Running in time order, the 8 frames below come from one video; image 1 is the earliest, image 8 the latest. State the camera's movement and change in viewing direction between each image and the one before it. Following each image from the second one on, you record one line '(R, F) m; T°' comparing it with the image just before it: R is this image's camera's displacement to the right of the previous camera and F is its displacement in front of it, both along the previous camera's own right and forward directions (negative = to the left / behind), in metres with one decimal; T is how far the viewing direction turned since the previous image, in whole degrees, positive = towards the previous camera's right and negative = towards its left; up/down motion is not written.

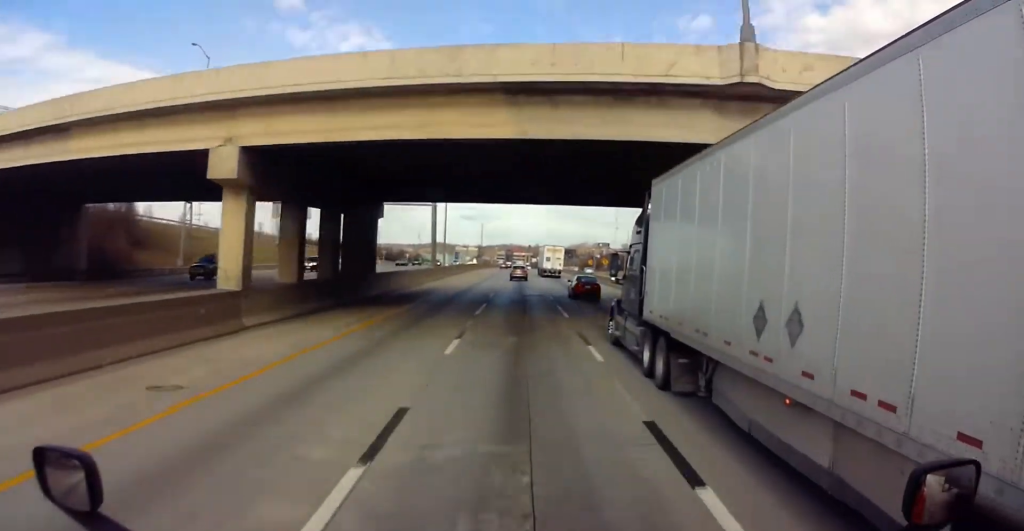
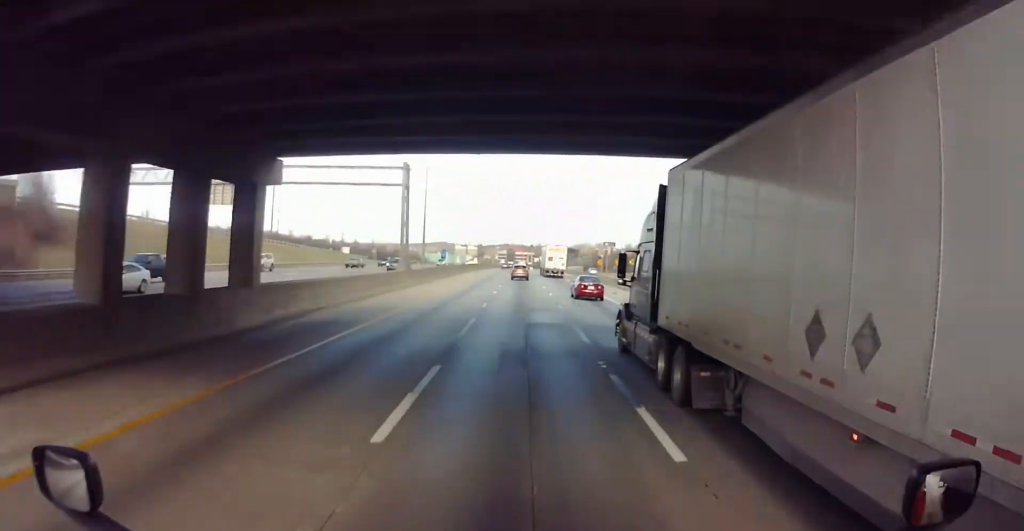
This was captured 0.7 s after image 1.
(0.0, +20.0) m; 0°
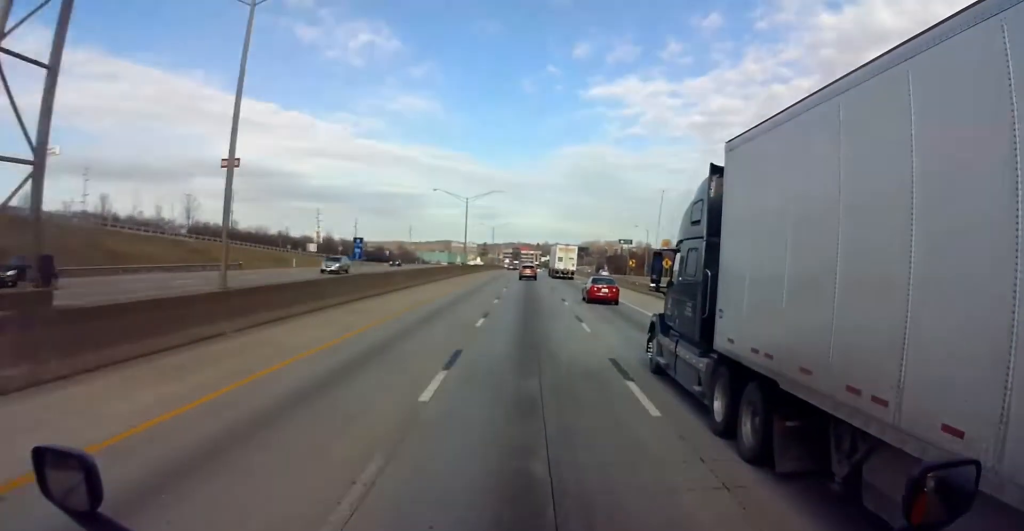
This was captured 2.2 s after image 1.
(-0.1, +46.0) m; 0°
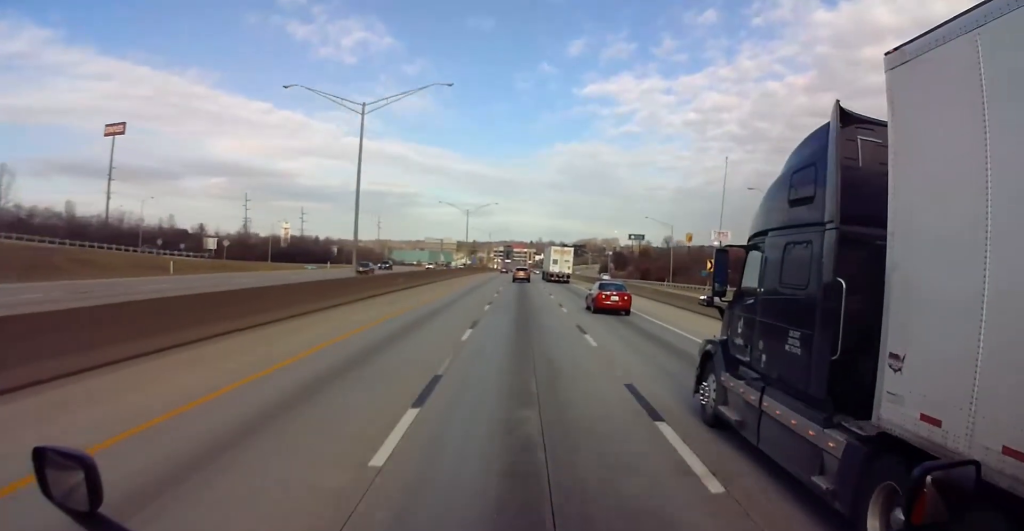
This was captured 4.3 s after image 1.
(-0.1, +63.3) m; +1°
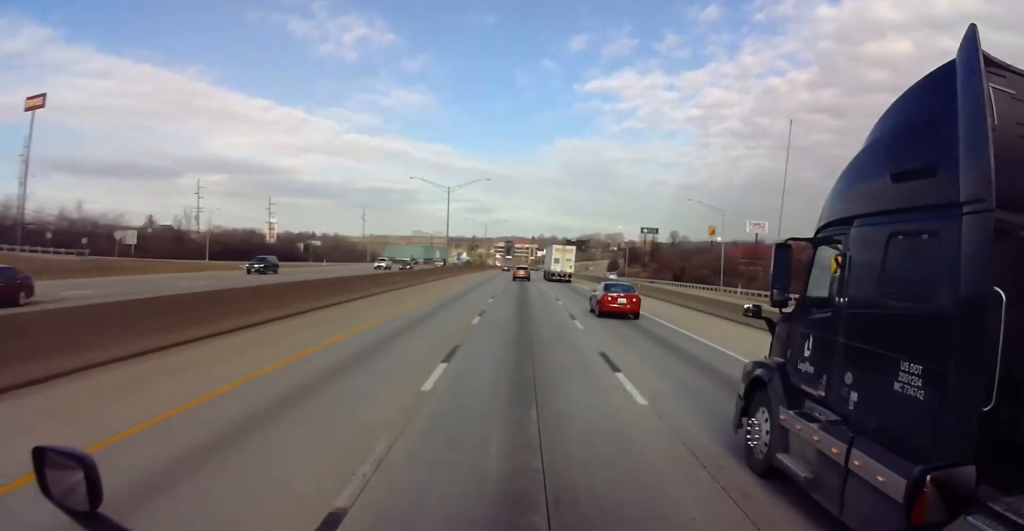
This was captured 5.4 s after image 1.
(+0.4, +31.6) m; 0°
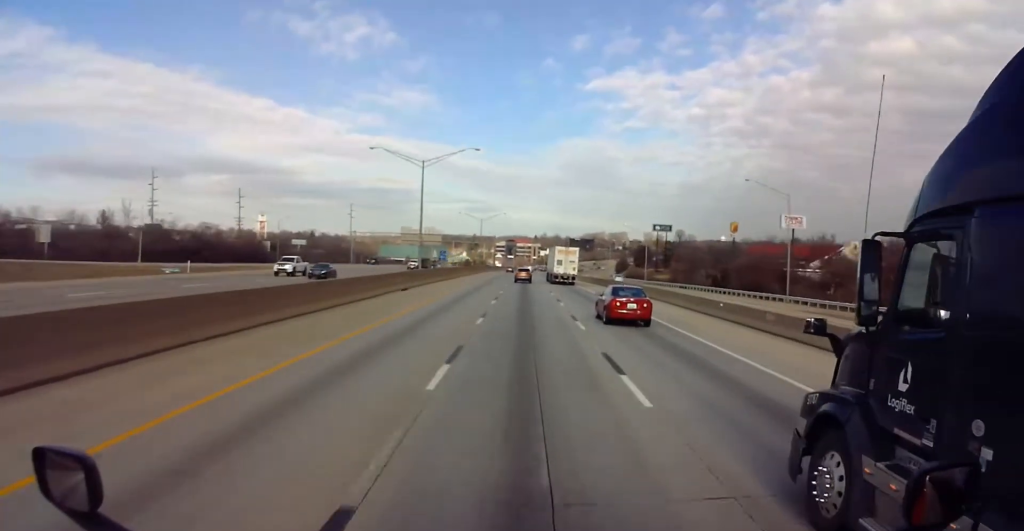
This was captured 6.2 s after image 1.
(-0.5, +23.7) m; -1°
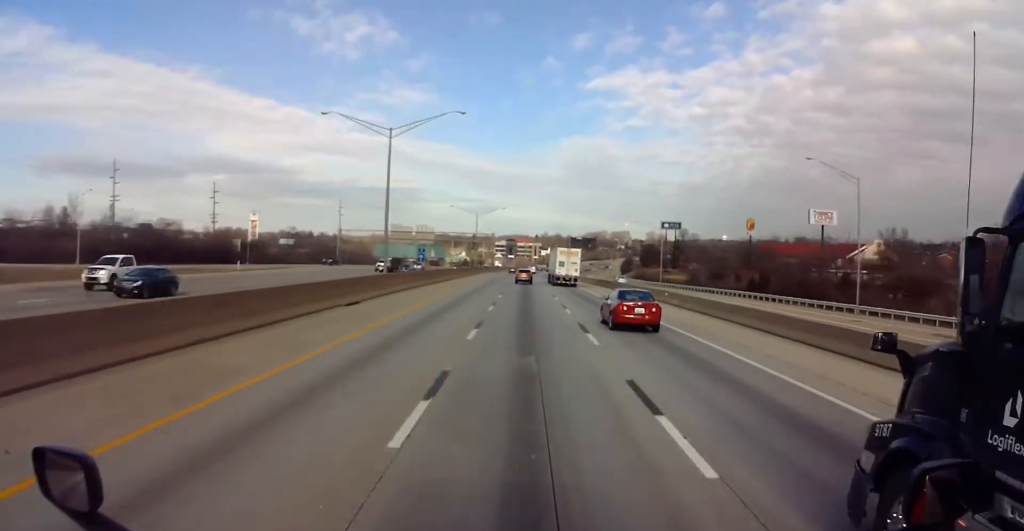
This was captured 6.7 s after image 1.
(+0.2, +15.8) m; 0°
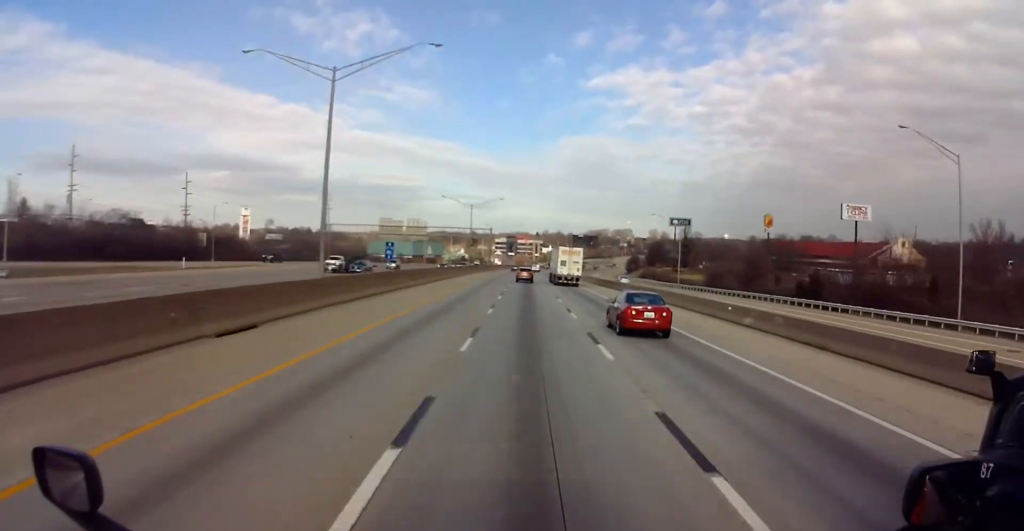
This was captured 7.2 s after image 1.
(+0.1, +14.9) m; 0°
